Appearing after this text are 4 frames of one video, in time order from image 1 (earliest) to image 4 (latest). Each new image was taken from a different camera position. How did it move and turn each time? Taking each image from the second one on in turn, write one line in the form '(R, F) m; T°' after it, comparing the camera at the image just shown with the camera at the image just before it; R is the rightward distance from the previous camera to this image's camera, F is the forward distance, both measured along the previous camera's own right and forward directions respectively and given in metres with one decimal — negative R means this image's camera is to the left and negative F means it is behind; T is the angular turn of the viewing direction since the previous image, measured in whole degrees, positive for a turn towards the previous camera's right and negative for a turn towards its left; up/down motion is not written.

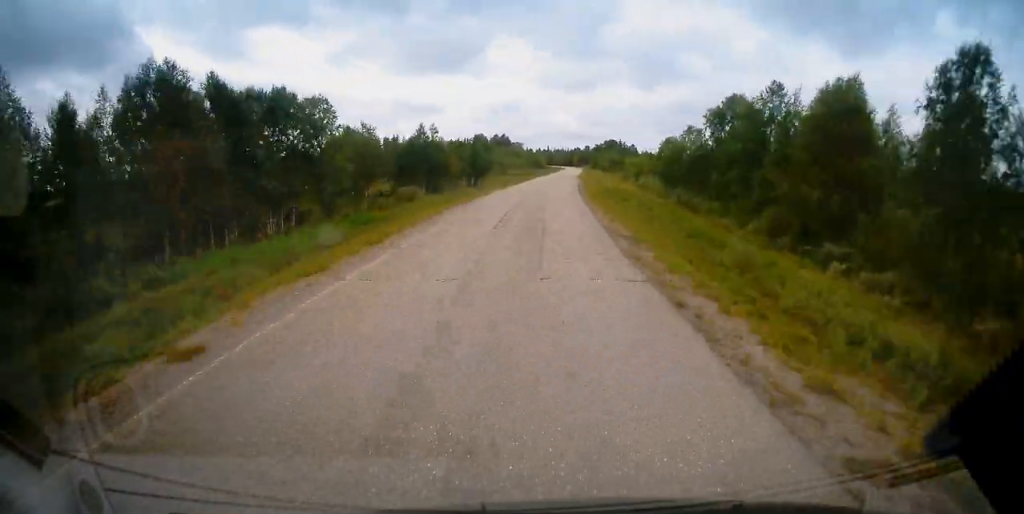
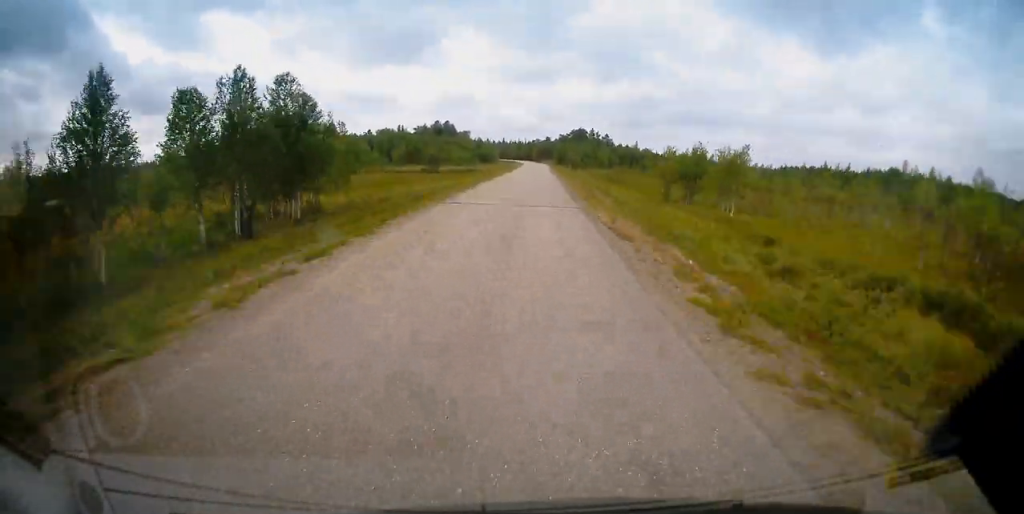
(+2.6, +55.3) m; +3°
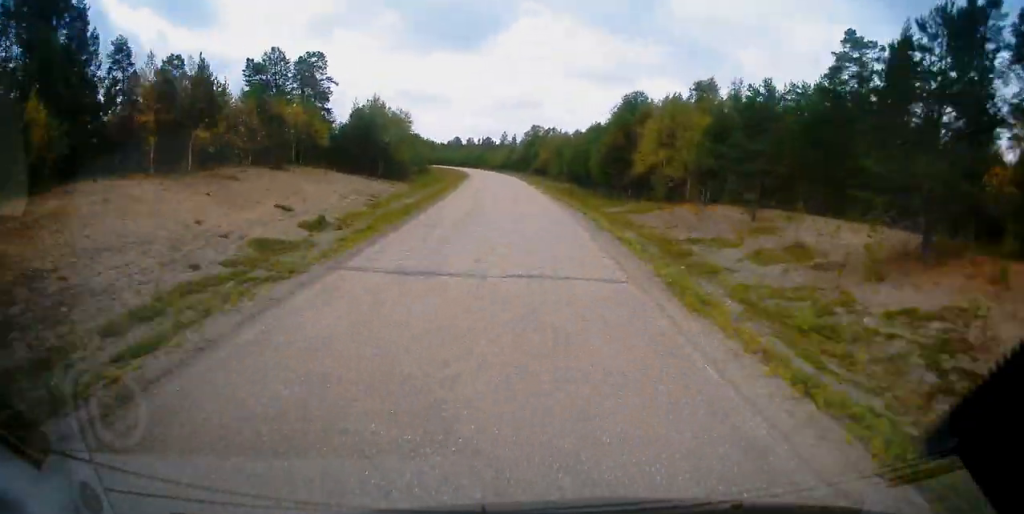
(-12.8, +228.5) m; -42°
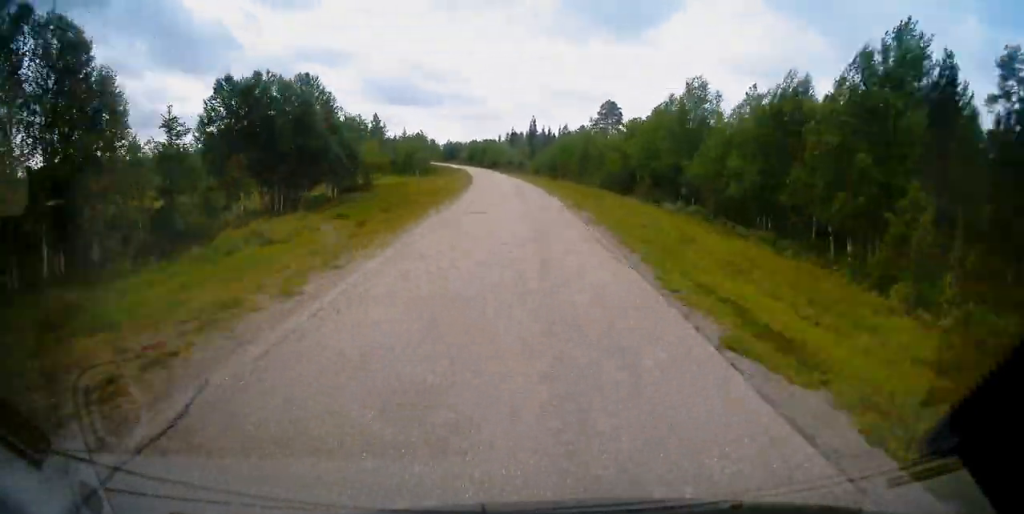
(+57.0, +153.8) m; +45°
